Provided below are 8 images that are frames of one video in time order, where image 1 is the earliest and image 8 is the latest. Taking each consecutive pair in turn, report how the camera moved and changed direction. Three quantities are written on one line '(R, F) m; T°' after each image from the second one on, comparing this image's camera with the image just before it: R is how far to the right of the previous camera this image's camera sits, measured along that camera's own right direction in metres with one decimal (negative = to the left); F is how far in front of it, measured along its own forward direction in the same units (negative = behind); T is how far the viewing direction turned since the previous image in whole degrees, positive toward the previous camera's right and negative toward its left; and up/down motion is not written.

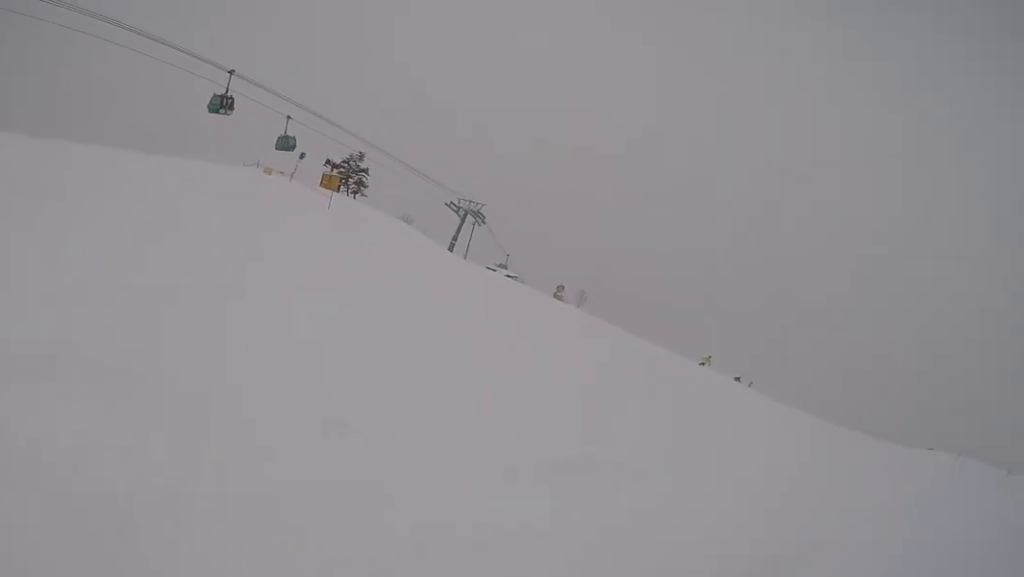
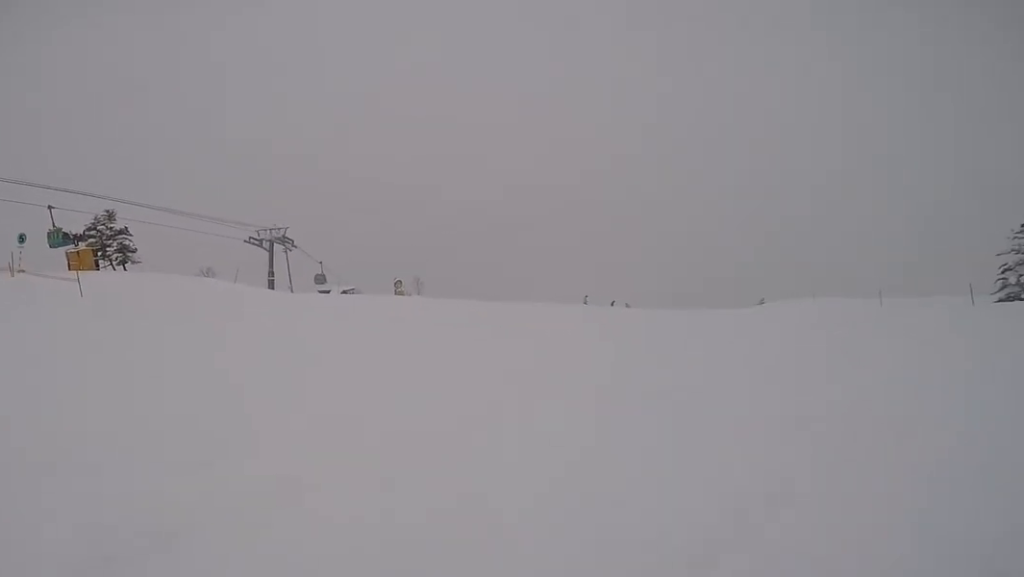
(-1.7, +6.7) m; -13°
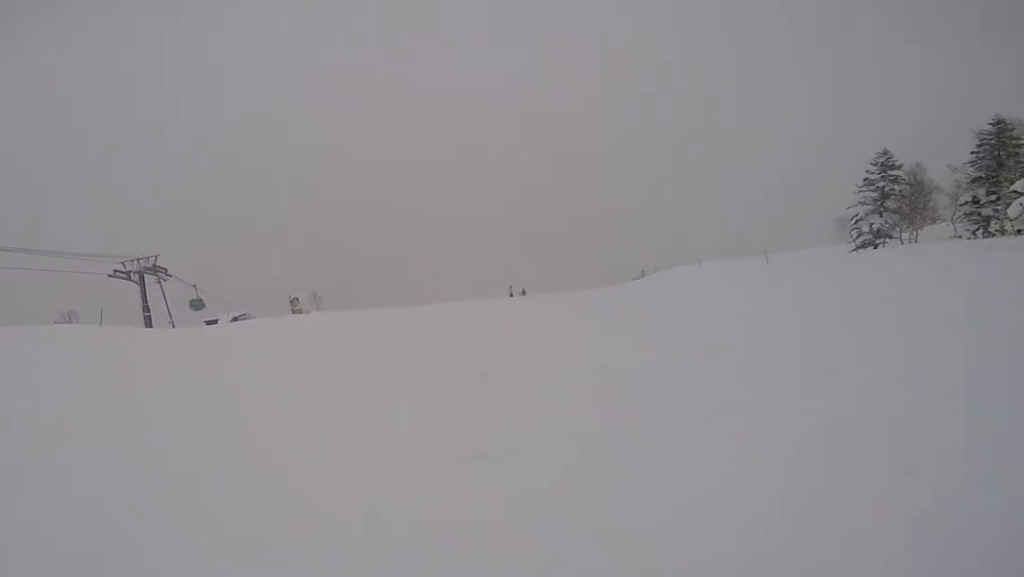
(+0.1, +3.2) m; +14°
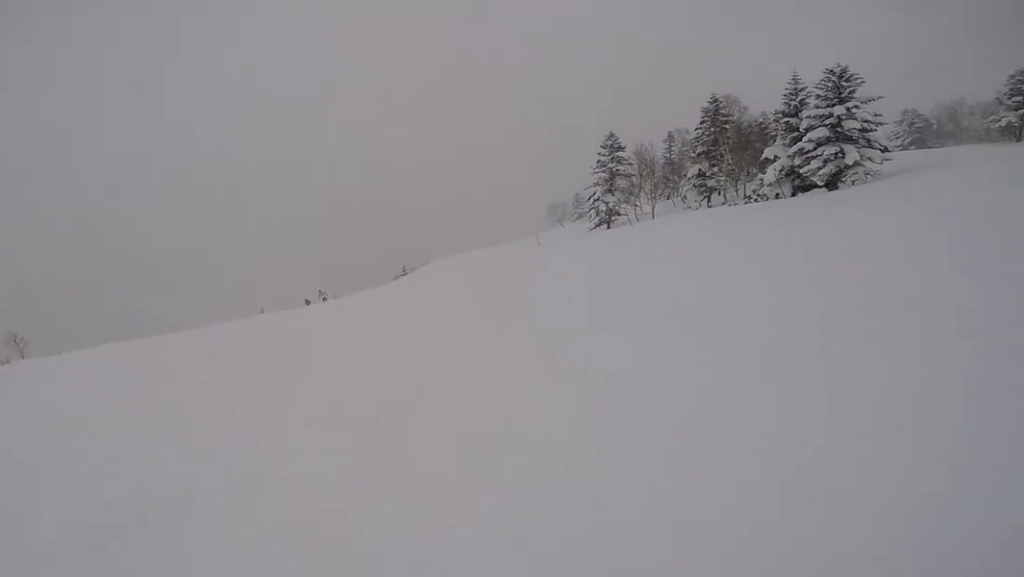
(+2.9, +5.7) m; +40°
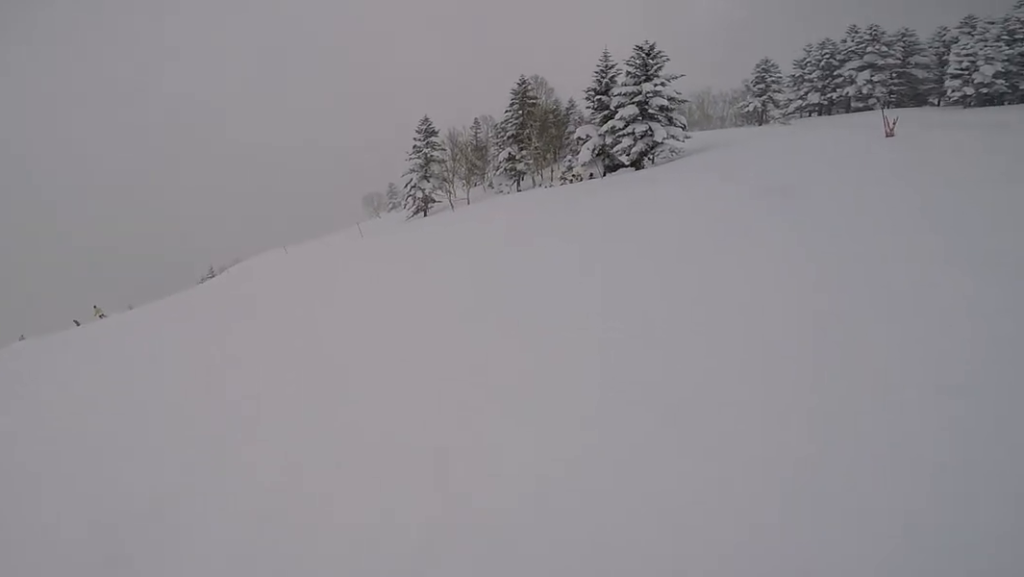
(+0.1, +3.5) m; +9°
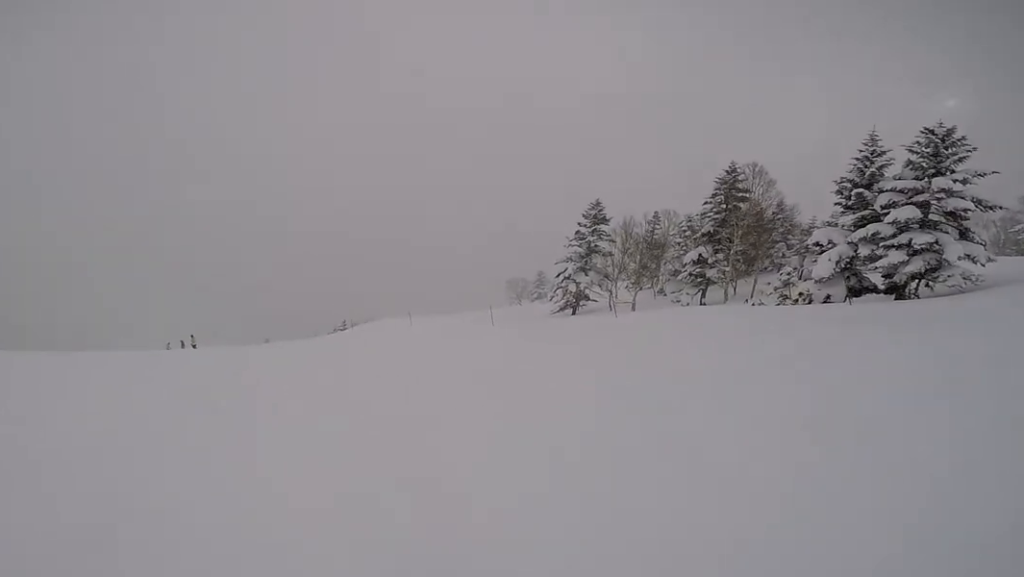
(+0.3, +4.5) m; +7°
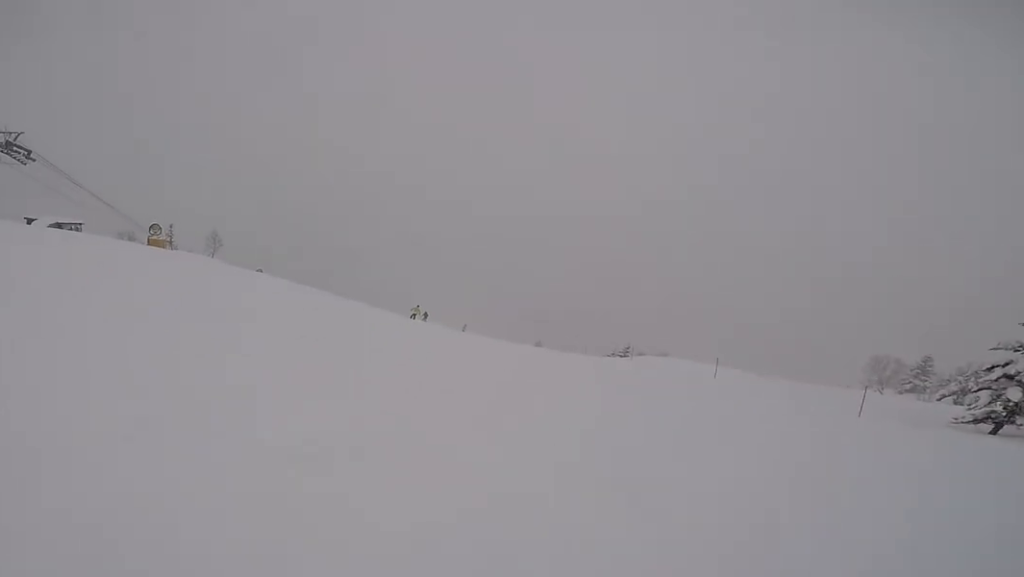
(+0.3, +6.1) m; -17°
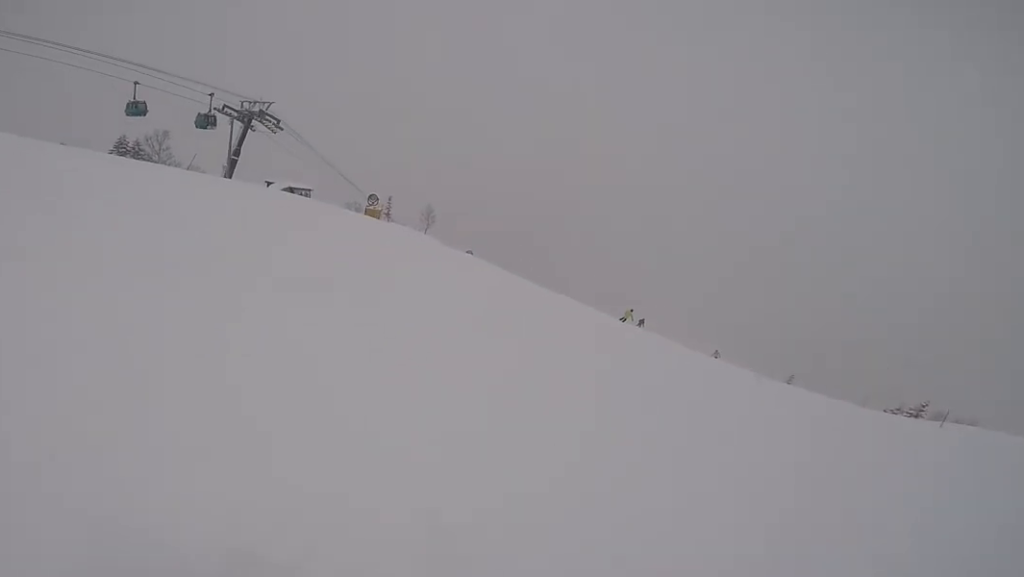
(-0.7, +3.6) m; -30°
